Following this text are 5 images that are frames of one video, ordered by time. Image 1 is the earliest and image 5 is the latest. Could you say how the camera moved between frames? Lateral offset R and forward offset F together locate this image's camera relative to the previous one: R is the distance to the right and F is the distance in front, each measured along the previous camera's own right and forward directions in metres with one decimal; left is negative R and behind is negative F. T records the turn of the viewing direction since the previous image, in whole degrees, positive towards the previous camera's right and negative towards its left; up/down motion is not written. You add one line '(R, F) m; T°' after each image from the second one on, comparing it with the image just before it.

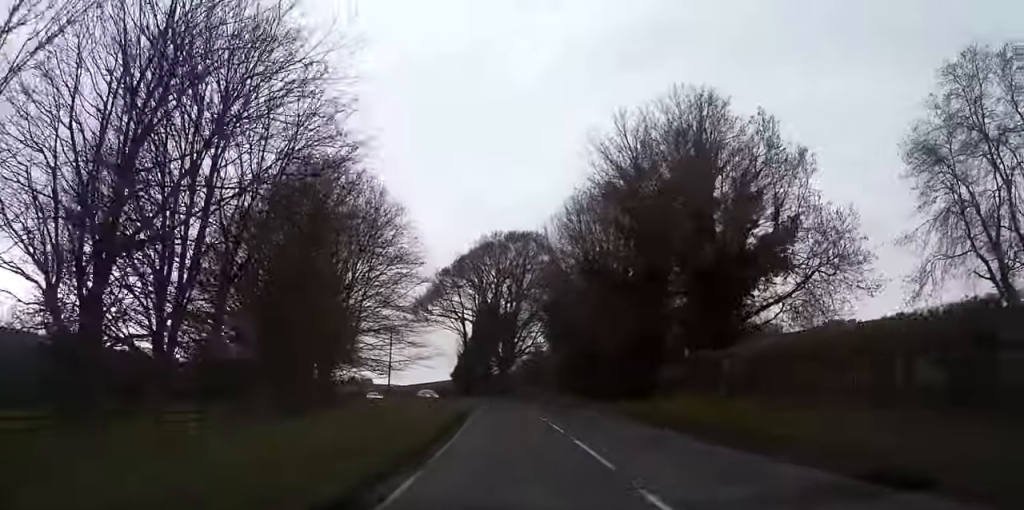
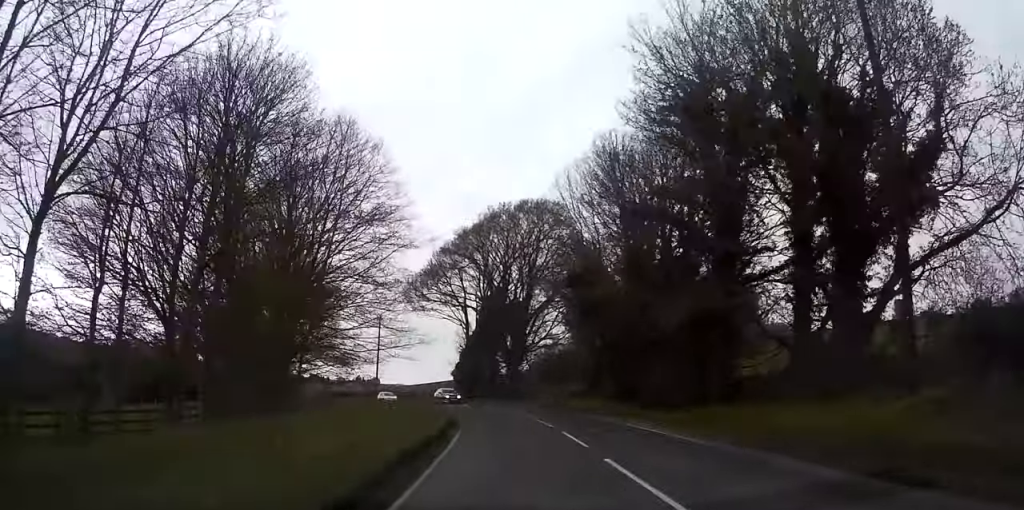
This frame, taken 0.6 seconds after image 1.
(-0.1, +13.5) m; -1°
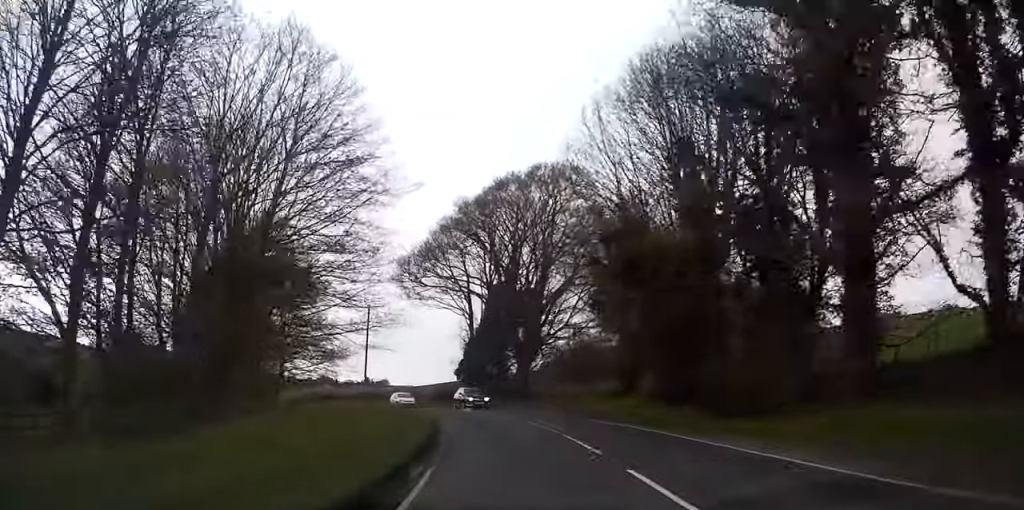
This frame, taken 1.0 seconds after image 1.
(-0.1, +10.8) m; -1°
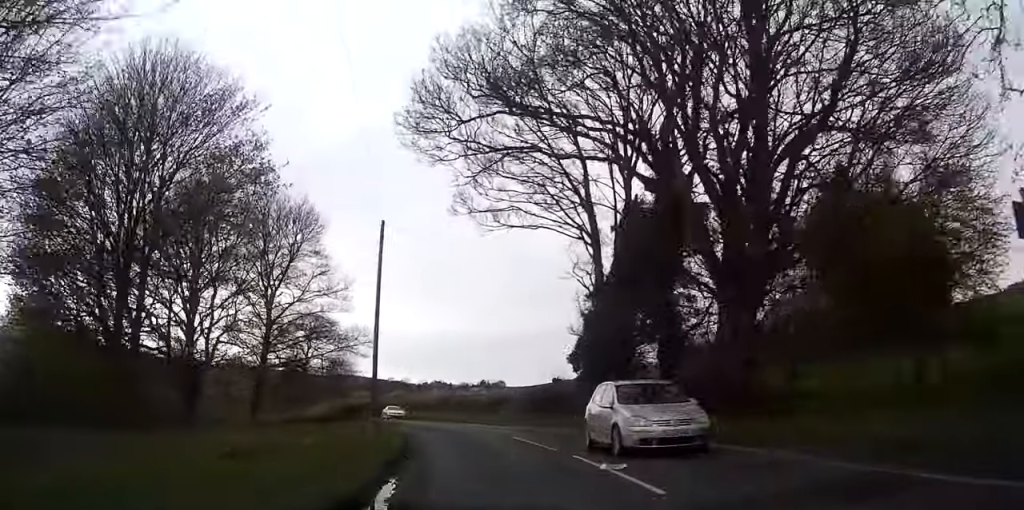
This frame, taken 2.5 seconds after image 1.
(-1.4, +32.7) m; -7°
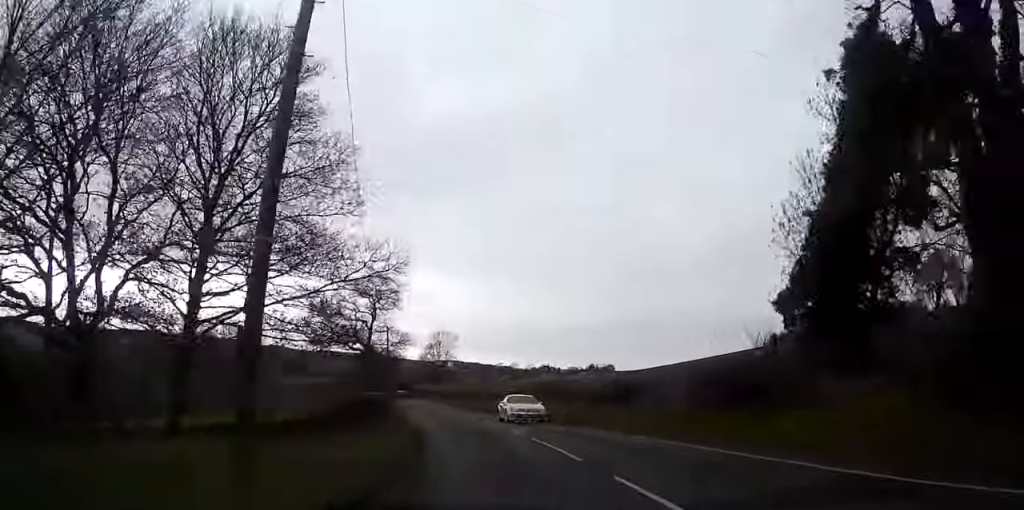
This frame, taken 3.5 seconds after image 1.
(-1.3, +21.2) m; -8°
